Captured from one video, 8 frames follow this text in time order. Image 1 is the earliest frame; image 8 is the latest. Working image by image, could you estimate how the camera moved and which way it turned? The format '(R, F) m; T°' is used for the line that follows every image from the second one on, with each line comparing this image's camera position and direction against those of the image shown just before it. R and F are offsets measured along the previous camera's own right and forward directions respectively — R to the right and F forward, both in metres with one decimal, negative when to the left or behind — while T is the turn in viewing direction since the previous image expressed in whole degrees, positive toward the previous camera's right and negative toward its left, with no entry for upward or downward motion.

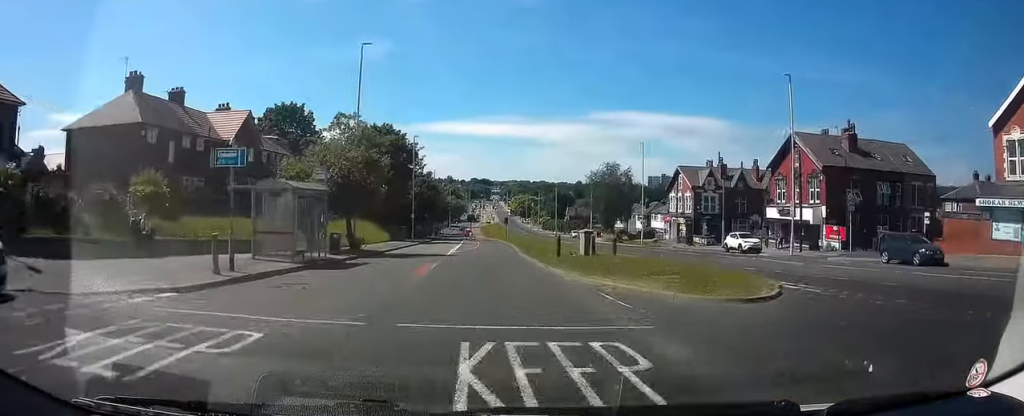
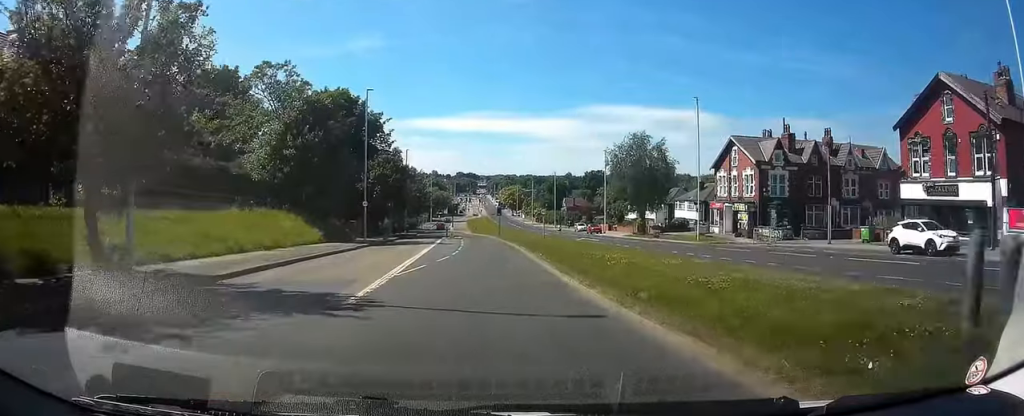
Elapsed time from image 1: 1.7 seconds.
(+0.1, +22.1) m; 0°
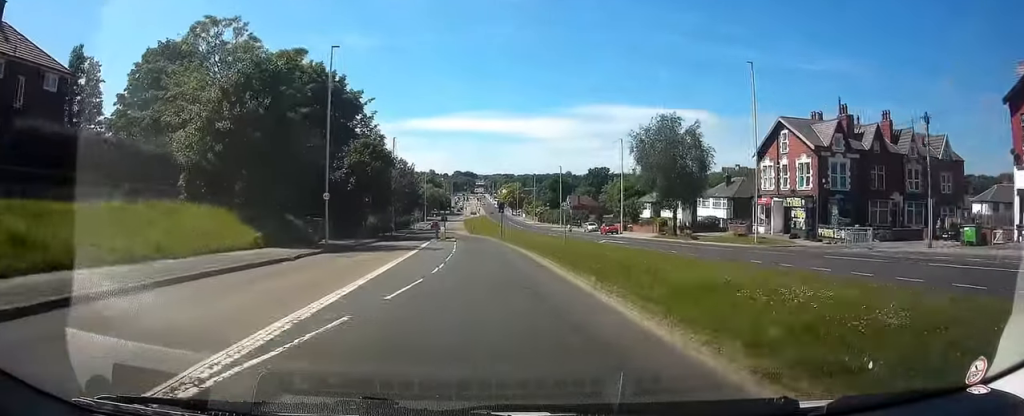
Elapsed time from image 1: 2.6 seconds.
(0.0, +11.3) m; 0°
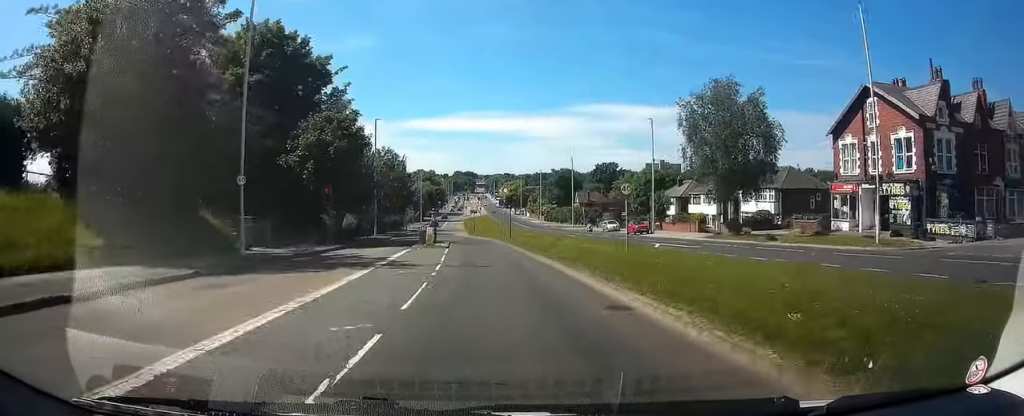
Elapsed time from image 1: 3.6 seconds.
(0.0, +13.3) m; 0°
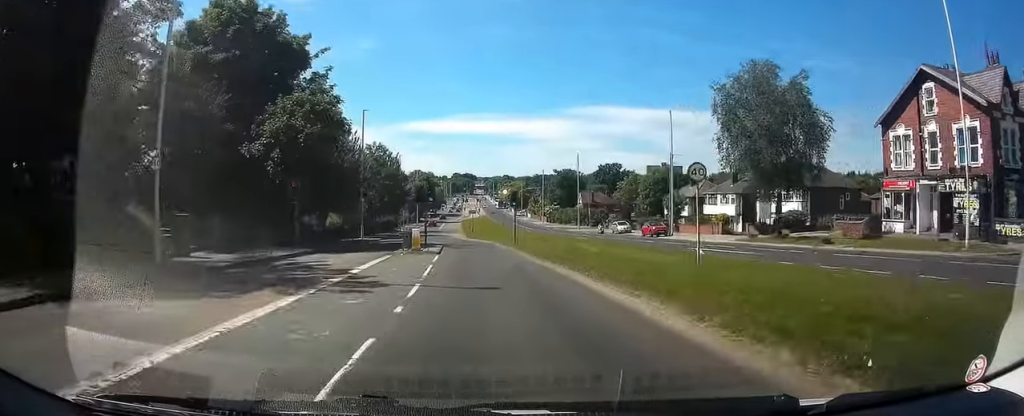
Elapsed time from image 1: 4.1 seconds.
(0.0, +6.4) m; 0°
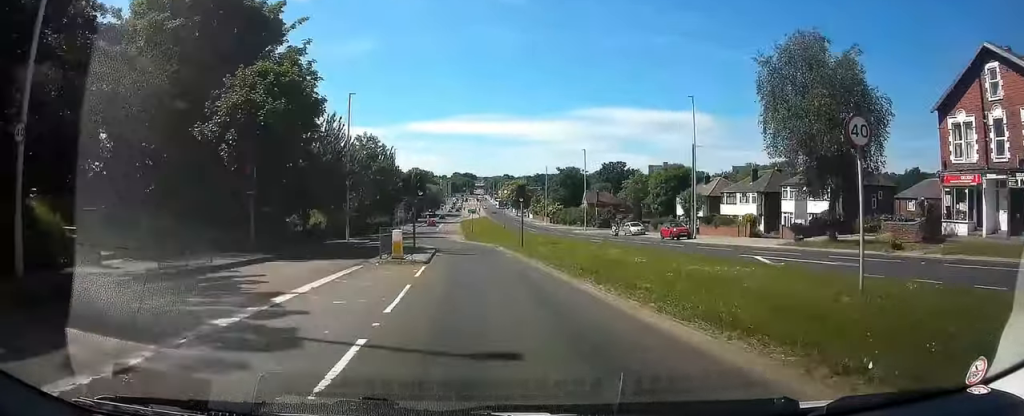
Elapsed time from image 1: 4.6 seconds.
(0.0, +5.9) m; 0°
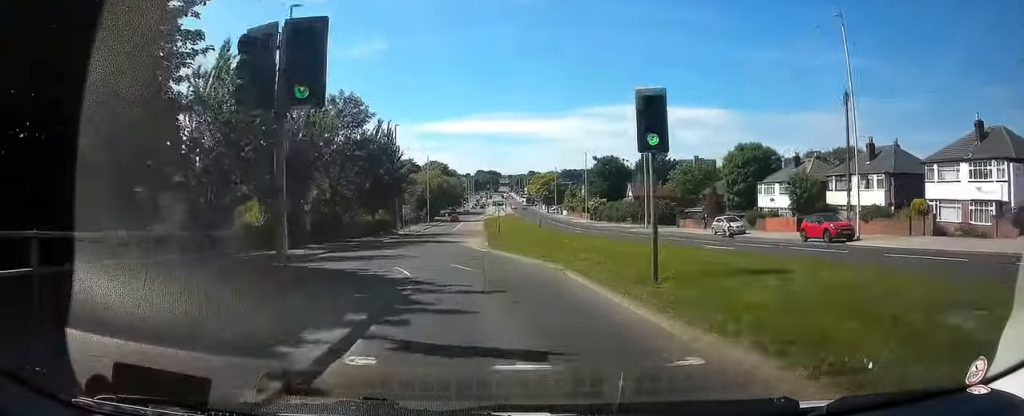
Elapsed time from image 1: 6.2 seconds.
(0.0, +20.3) m; 0°
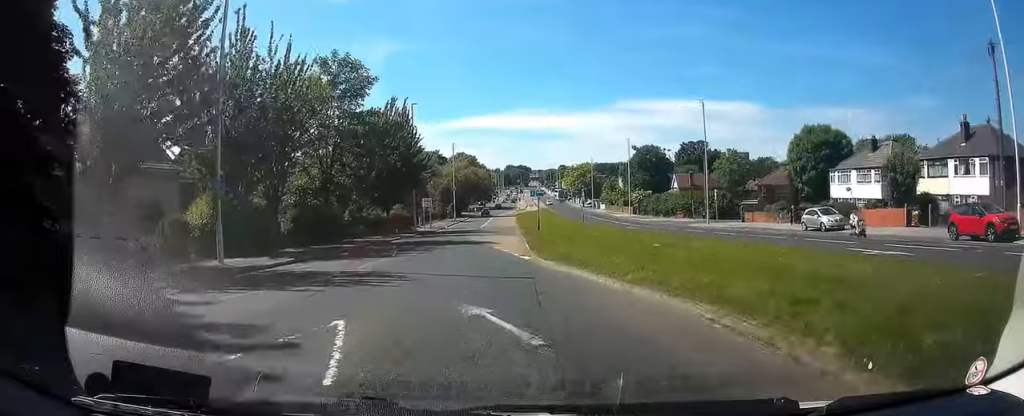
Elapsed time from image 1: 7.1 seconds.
(-0.1, +10.4) m; -1°
